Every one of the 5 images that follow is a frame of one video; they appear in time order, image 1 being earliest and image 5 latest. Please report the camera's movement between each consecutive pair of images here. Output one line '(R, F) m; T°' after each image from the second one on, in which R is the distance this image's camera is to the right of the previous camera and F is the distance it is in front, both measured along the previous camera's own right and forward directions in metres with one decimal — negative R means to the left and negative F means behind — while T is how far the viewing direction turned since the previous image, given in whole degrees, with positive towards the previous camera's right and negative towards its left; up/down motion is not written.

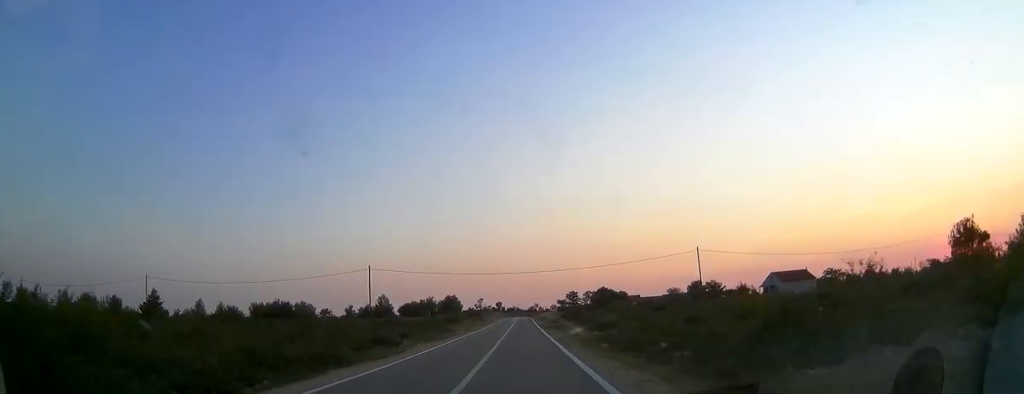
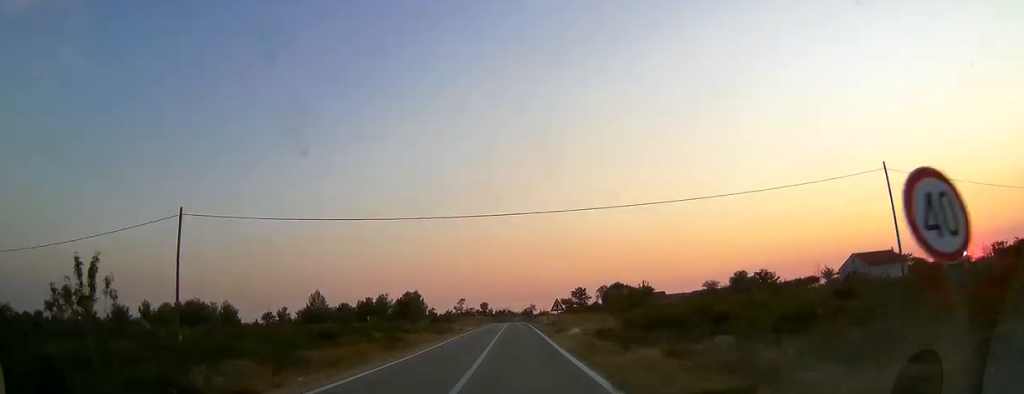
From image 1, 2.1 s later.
(+2.6, +40.8) m; +4°
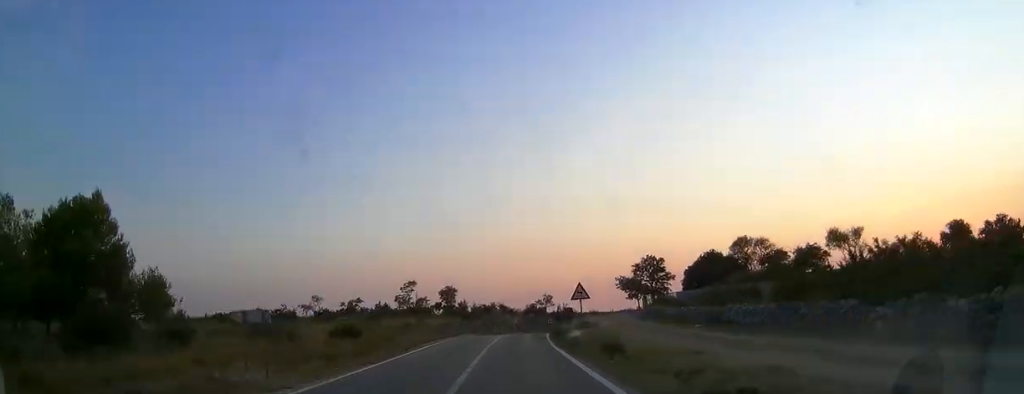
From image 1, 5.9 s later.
(+0.3, +70.6) m; +4°
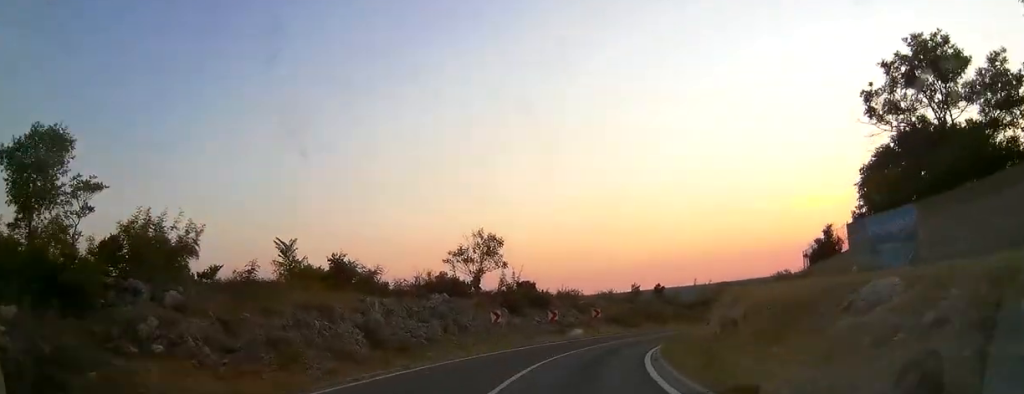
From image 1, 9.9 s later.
(+10.8, +53.4) m; +23°
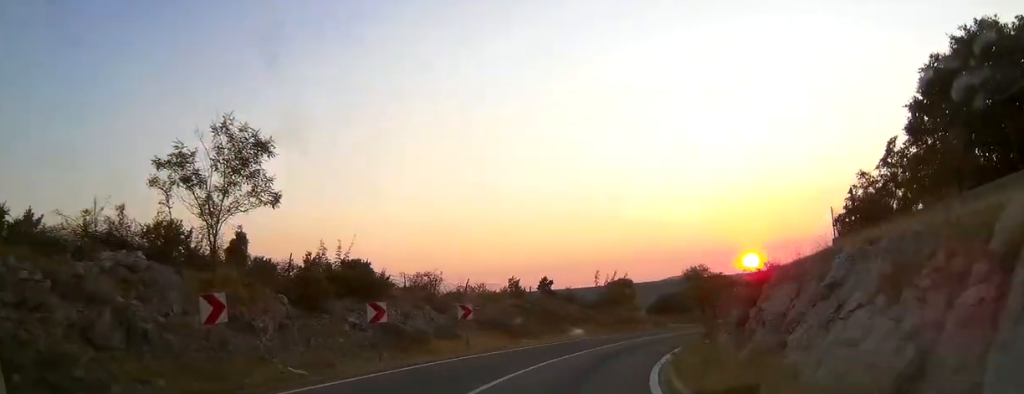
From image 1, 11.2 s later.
(+0.4, +15.4) m; +1°
